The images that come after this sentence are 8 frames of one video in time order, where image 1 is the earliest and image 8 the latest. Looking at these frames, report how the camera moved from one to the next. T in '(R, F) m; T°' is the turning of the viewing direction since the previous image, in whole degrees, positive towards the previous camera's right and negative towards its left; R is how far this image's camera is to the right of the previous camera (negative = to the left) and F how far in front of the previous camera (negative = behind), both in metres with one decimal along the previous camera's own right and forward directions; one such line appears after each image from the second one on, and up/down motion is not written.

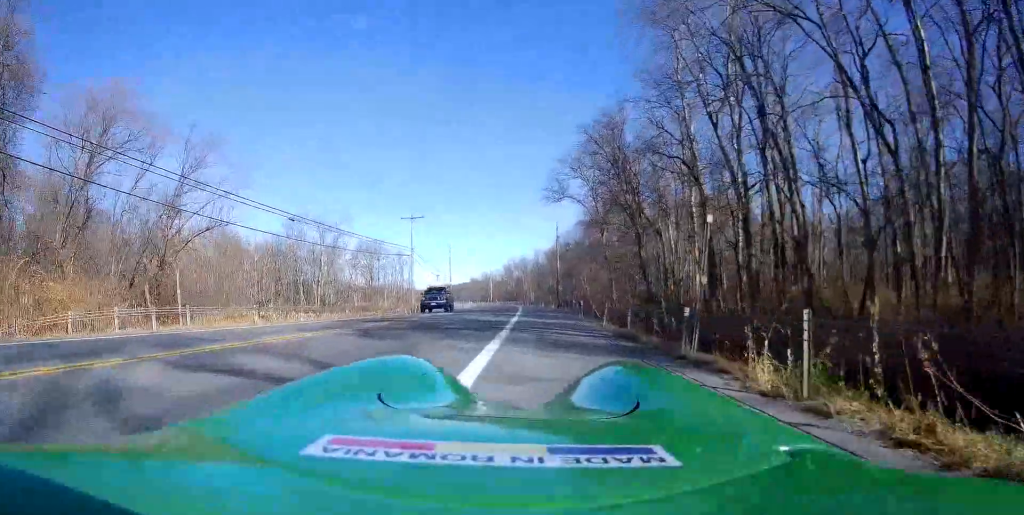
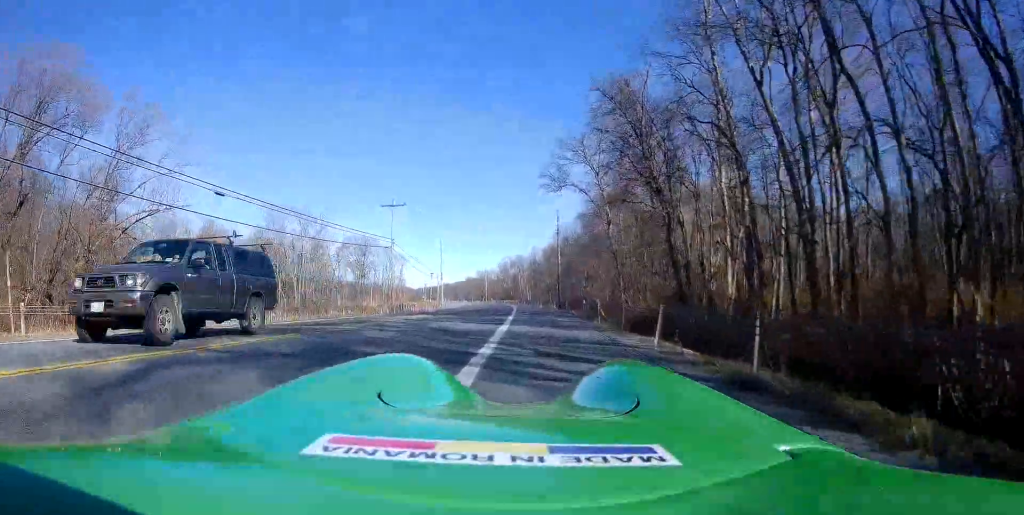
(+0.1, +6.9) m; 0°
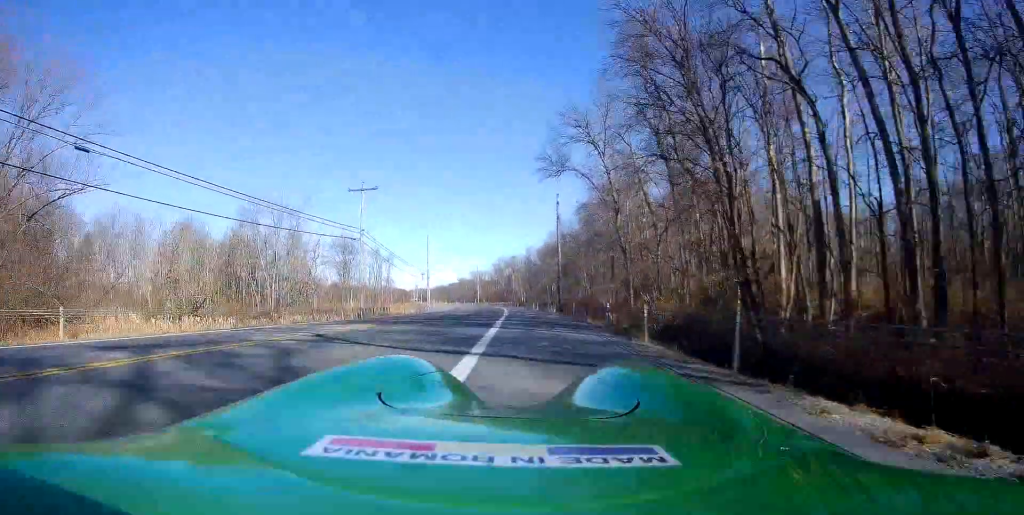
(-0.2, +7.8) m; 0°
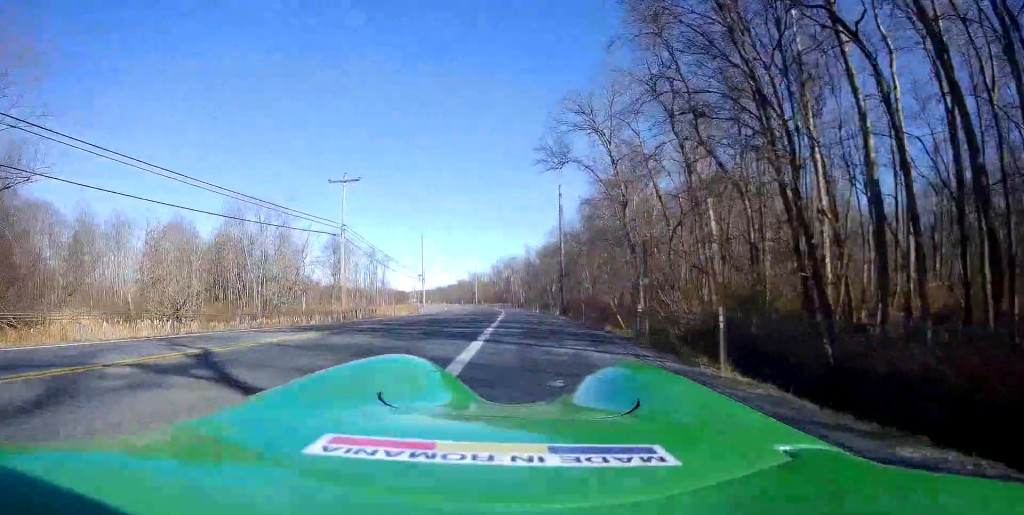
(+0.2, +4.3) m; 0°
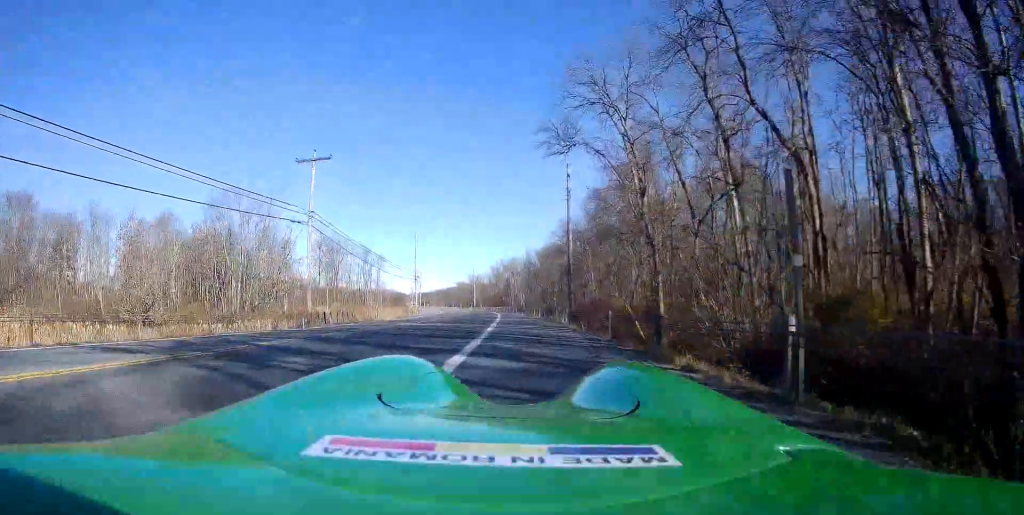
(0.0, +6.4) m; 0°
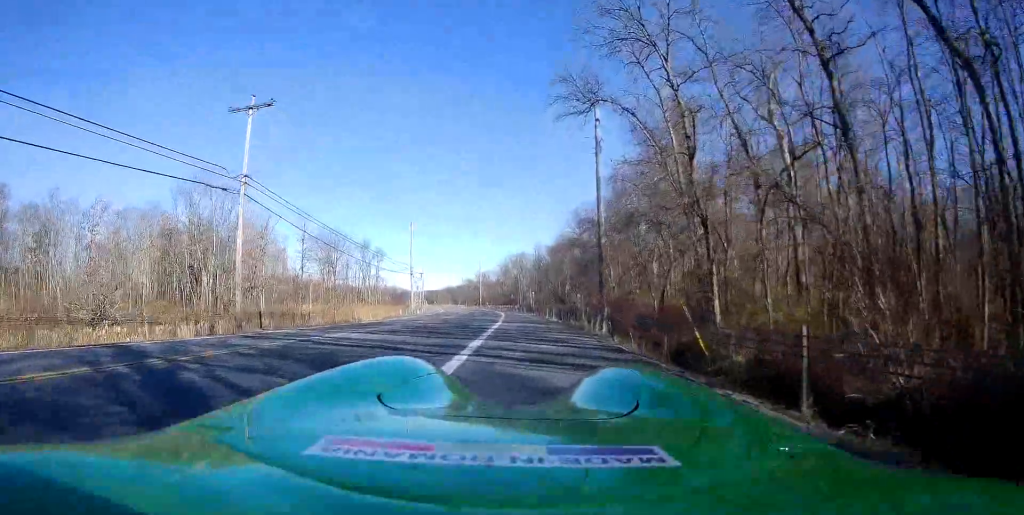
(-0.1, +9.3) m; 0°
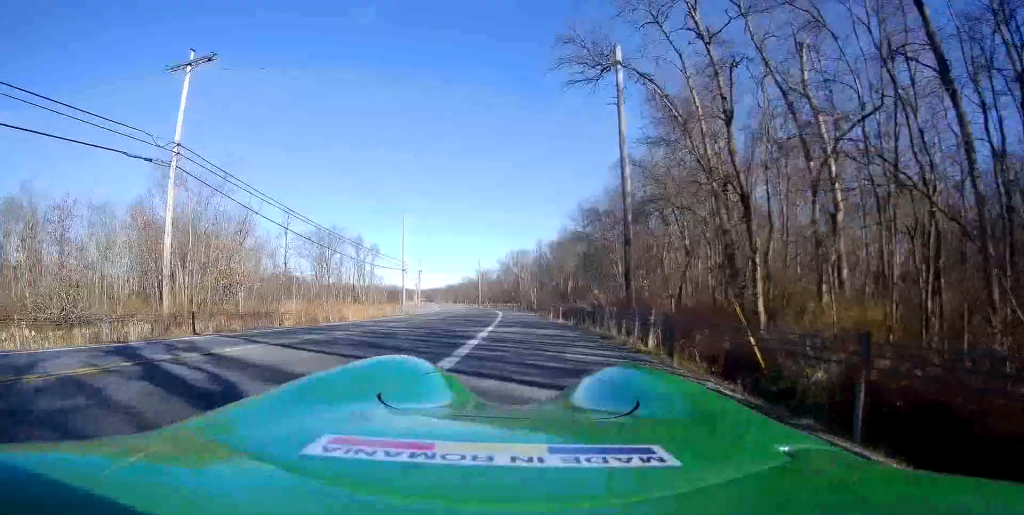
(+0.2, +5.4) m; 0°
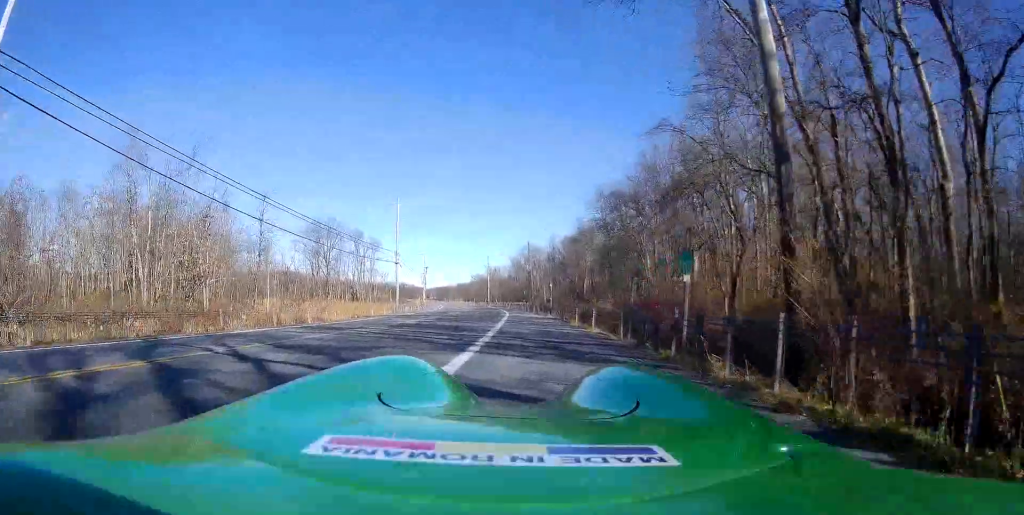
(-0.3, +9.7) m; -2°
